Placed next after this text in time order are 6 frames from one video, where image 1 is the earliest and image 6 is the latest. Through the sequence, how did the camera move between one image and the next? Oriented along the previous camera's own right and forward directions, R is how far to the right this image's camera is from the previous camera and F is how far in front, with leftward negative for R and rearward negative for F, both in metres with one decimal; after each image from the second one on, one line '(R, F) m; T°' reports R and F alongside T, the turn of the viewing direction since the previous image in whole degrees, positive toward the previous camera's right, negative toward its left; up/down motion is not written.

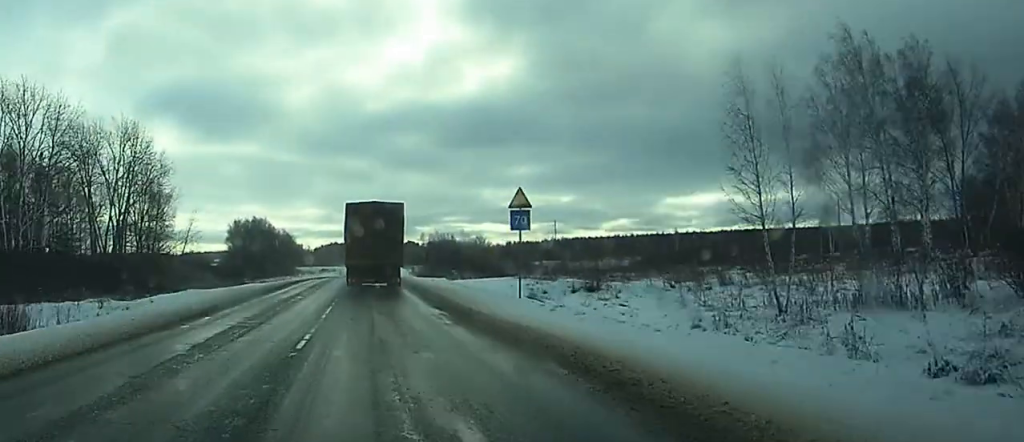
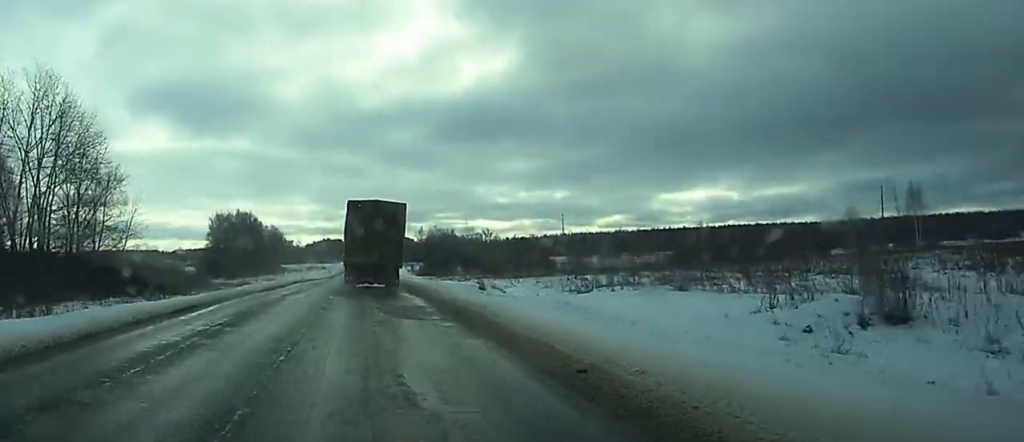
(+0.2, +29.1) m; 0°
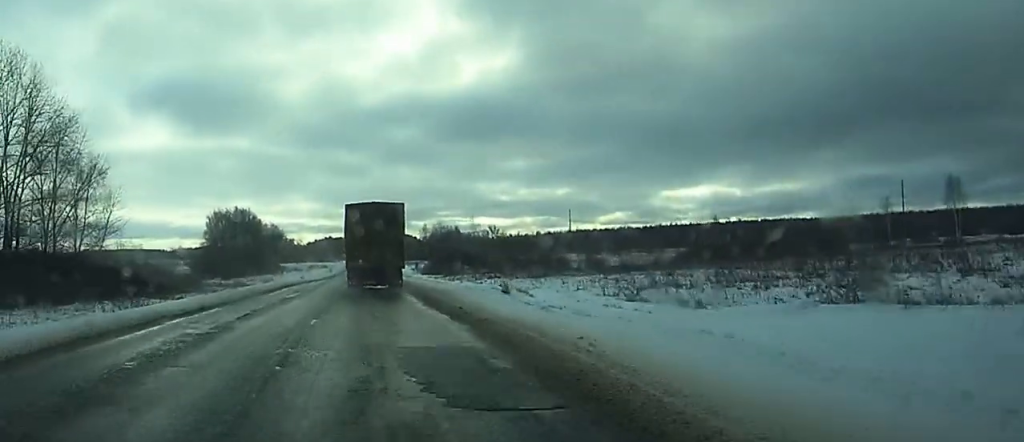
(0.0, +9.6) m; 0°
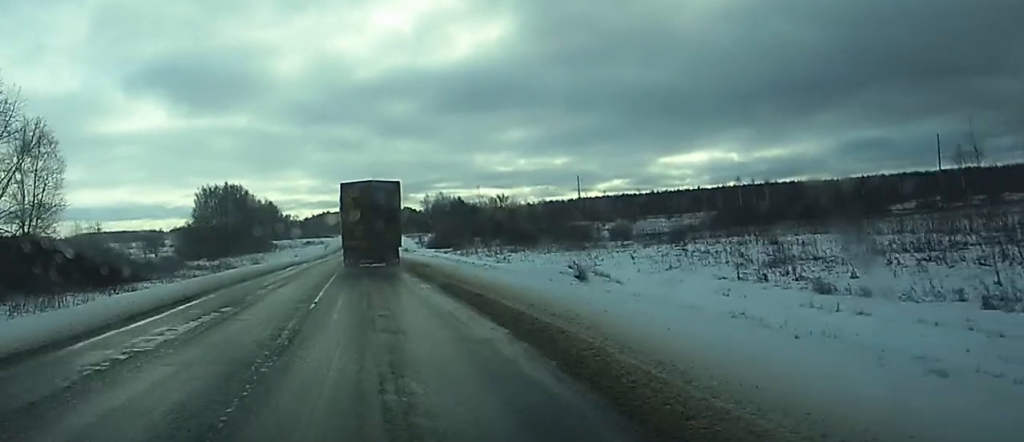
(-0.1, +19.9) m; 0°
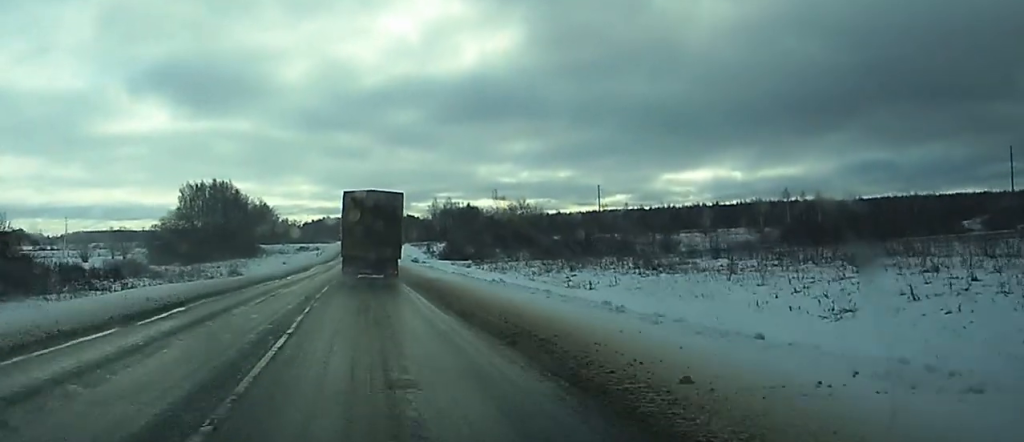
(+0.1, +34.8) m; +1°
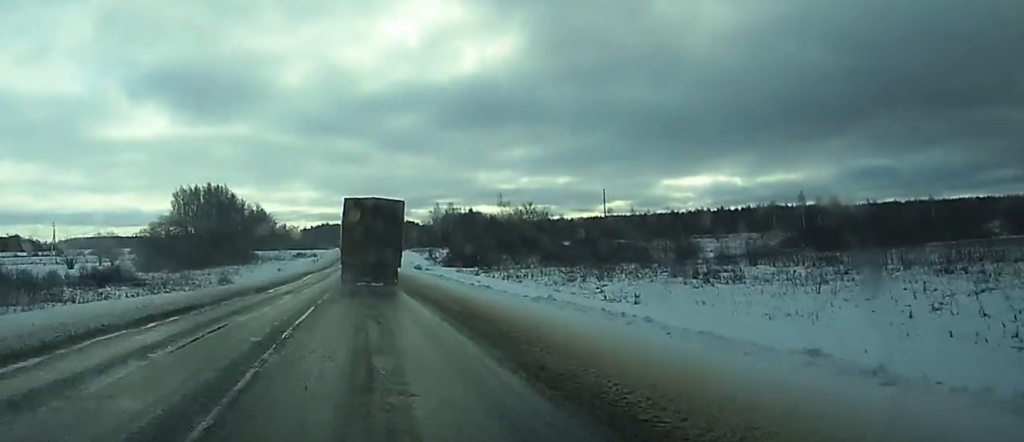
(0.0, +10.3) m; 0°
